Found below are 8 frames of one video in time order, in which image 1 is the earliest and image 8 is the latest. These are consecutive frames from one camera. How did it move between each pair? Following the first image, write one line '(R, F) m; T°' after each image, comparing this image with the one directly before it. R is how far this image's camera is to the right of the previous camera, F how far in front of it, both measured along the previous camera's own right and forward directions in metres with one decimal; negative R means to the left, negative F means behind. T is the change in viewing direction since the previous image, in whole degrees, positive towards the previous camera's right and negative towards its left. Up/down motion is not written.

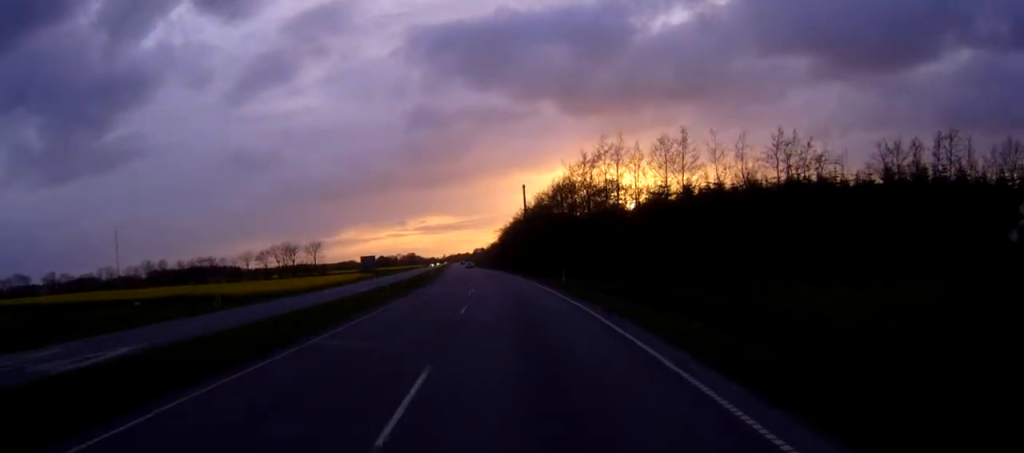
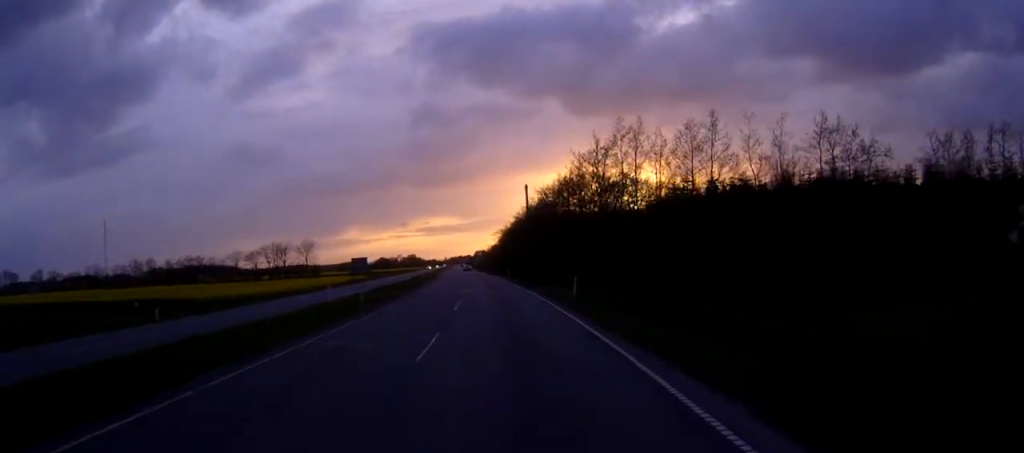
(0.0, +8.6) m; -1°
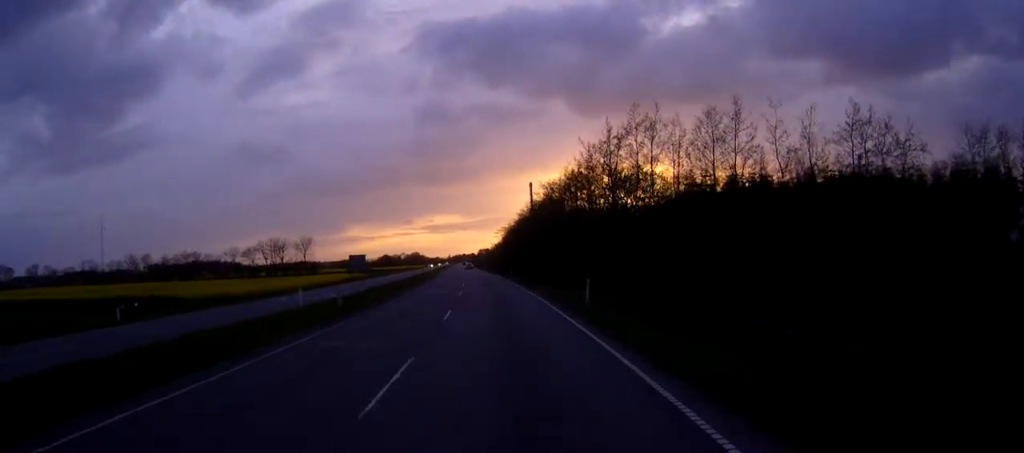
(0.0, +4.7) m; 0°
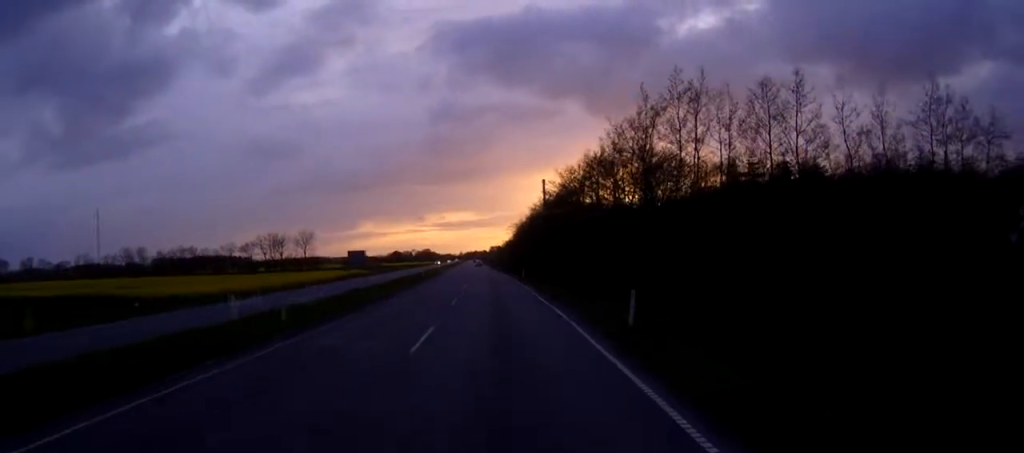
(-0.1, +8.8) m; -1°
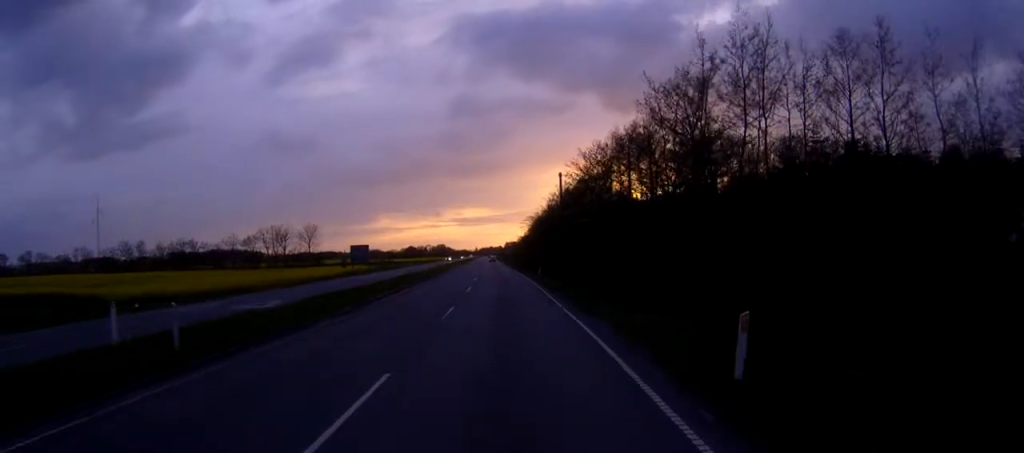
(-0.1, +8.4) m; -1°
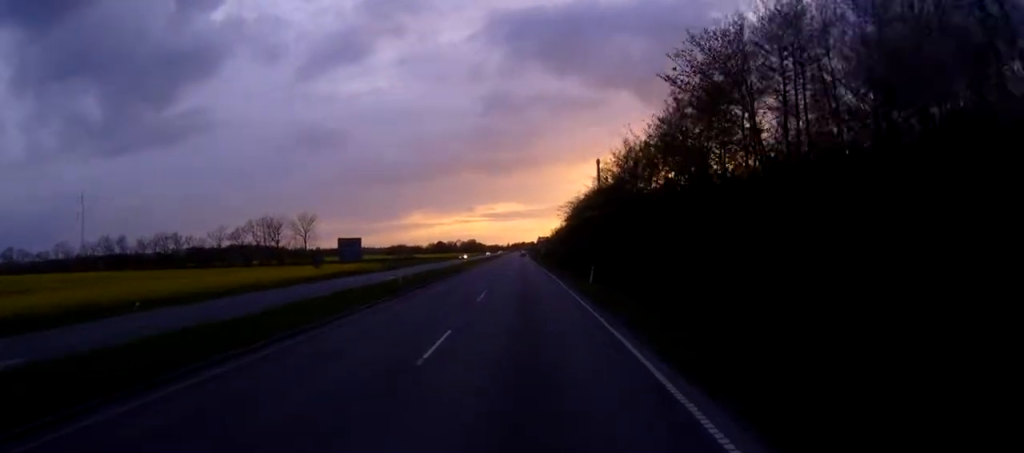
(-0.2, +24.4) m; -1°
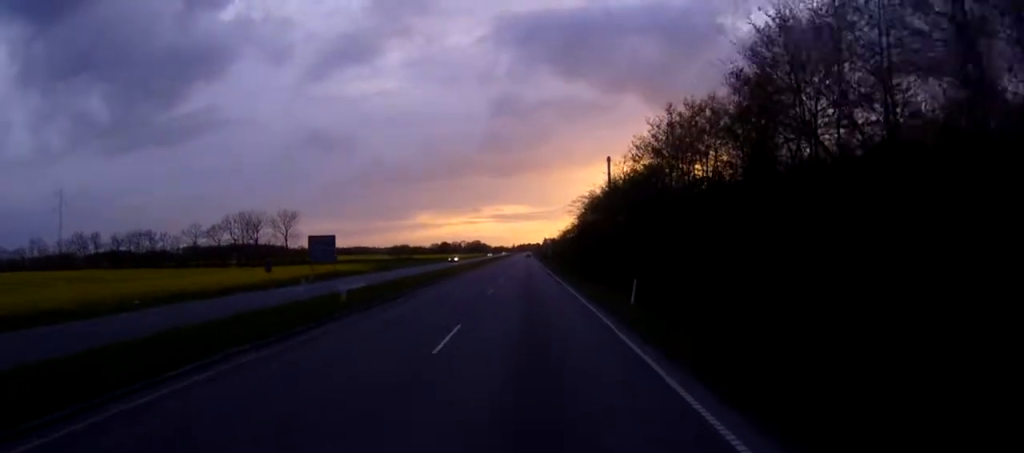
(-0.2, +13.8) m; -1°
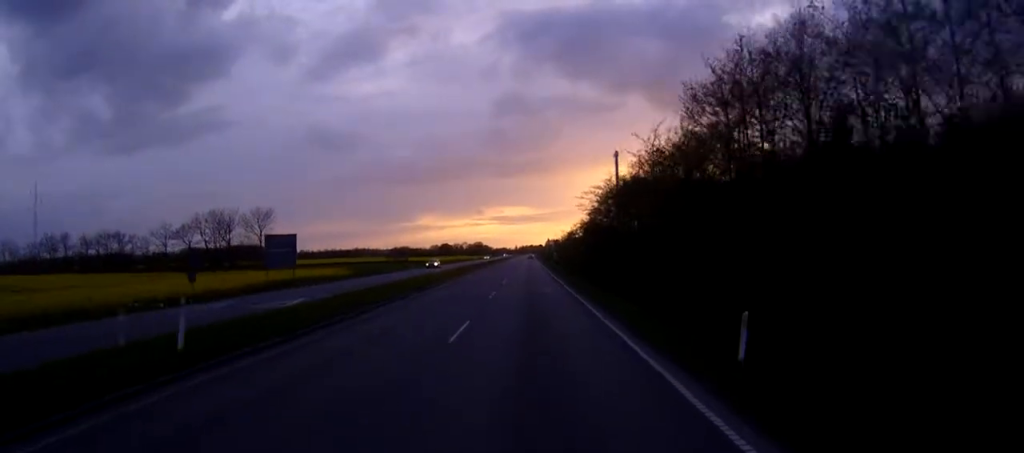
(-0.1, +13.0) m; 0°
